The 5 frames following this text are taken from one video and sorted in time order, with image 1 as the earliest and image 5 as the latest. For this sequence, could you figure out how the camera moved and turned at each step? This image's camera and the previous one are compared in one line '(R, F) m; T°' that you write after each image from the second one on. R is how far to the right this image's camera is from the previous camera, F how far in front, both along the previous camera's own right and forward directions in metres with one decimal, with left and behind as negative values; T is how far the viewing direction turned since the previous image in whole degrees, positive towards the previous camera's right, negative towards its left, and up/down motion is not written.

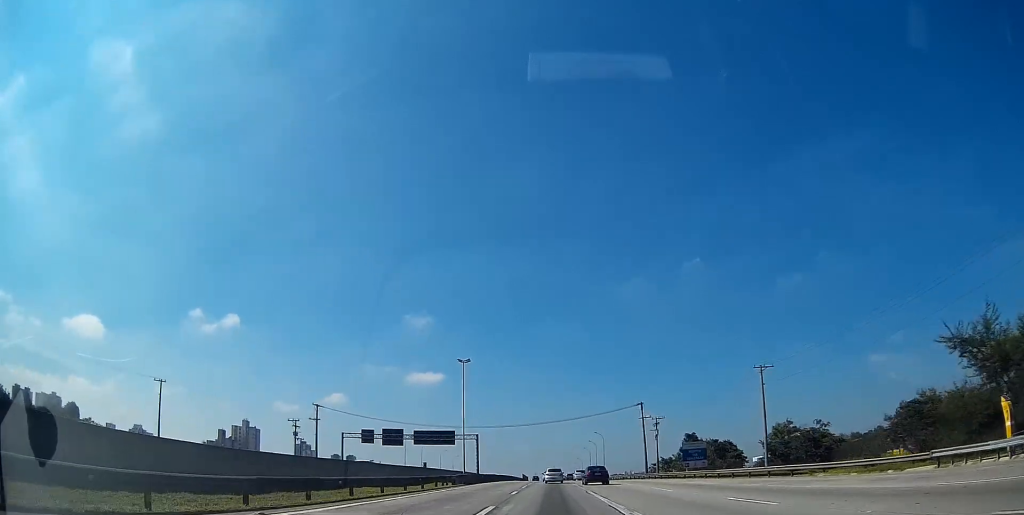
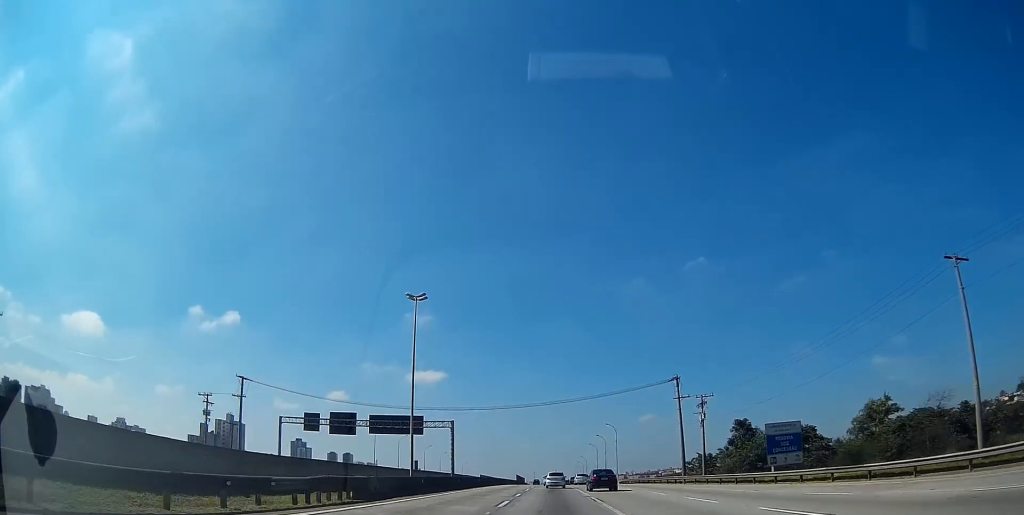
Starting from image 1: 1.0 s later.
(-0.3, +25.8) m; -1°
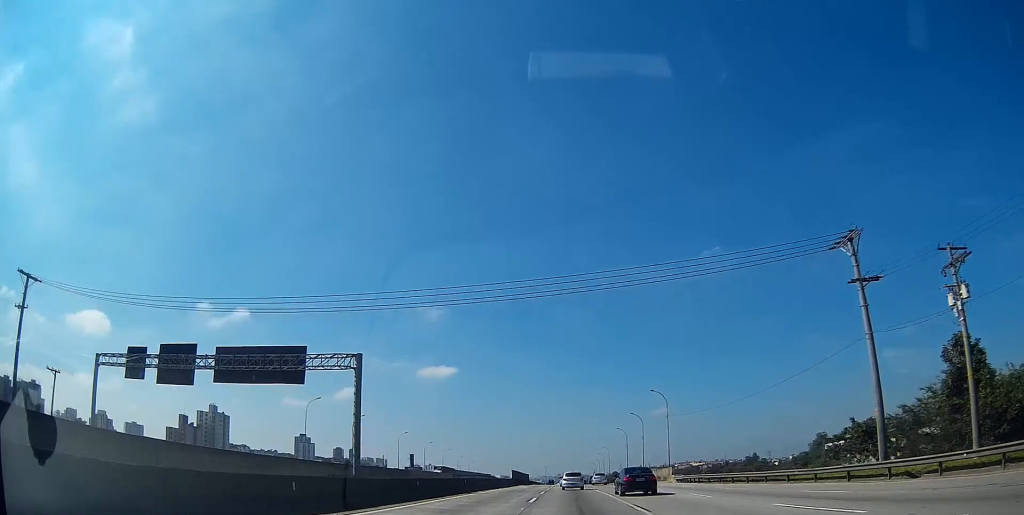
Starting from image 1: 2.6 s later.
(-0.1, +41.5) m; 0°
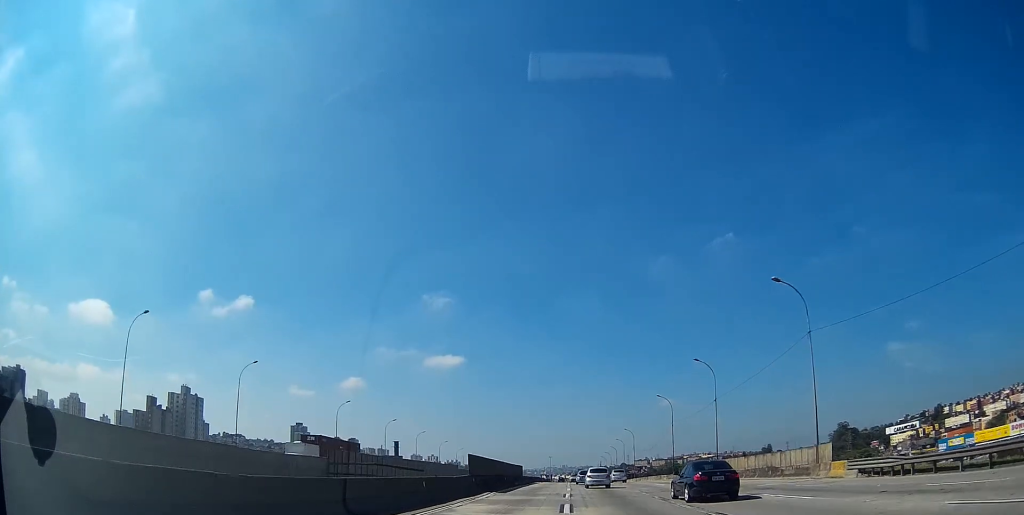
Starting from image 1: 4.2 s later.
(-0.3, +42.7) m; 0°
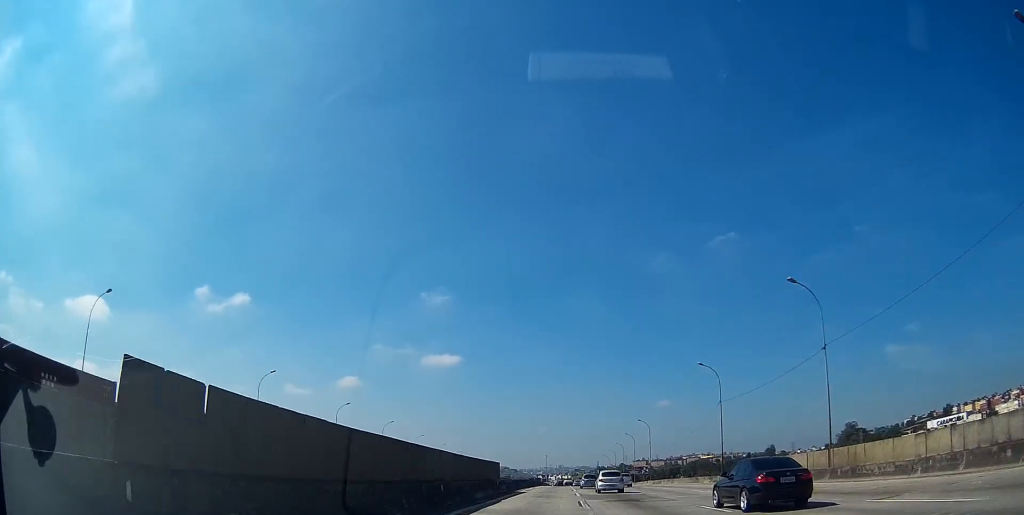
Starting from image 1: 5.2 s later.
(+0.1, +26.0) m; 0°
